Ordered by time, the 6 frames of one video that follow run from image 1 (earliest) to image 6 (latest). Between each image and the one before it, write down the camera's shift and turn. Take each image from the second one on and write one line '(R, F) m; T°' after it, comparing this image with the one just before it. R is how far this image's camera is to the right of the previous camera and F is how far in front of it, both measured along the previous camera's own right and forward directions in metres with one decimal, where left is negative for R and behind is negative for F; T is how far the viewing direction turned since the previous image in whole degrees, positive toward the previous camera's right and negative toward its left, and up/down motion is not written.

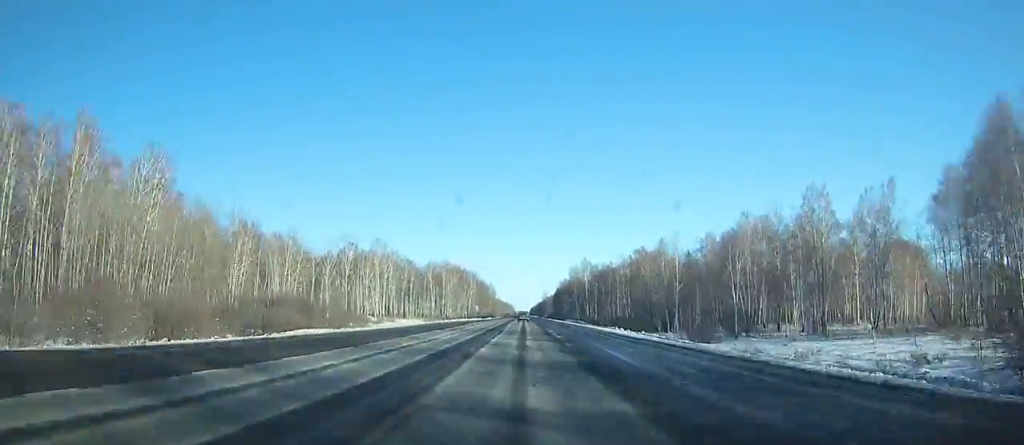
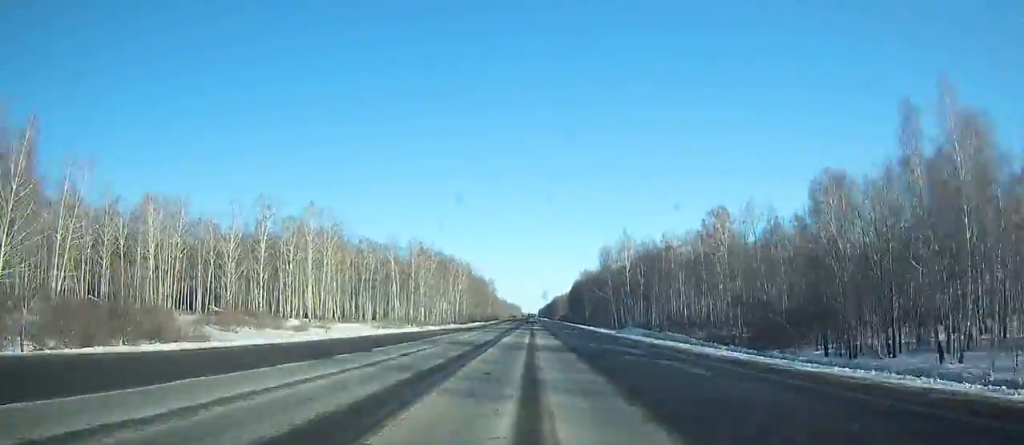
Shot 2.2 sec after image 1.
(-0.1, +63.2) m; 0°
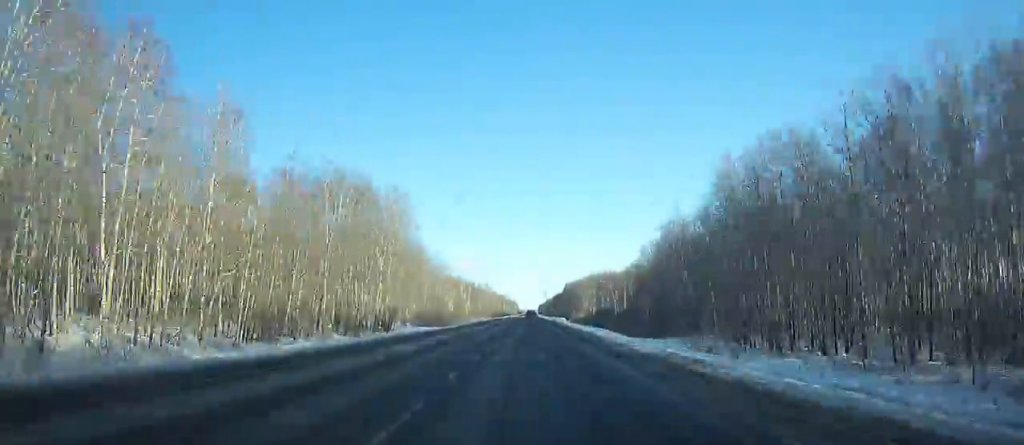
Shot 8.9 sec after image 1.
(+0.7, +203.1) m; 0°
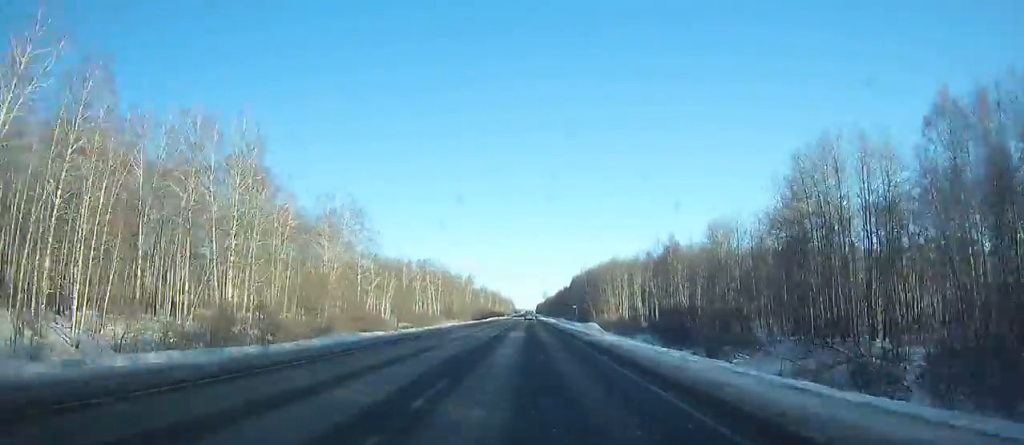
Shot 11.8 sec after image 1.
(-0.3, +89.7) m; 0°
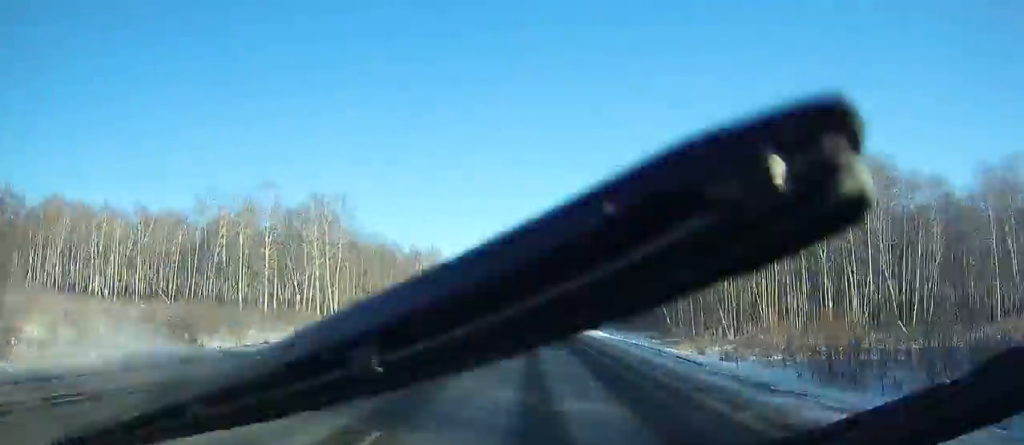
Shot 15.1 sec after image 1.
(+0.1, +104.7) m; 0°
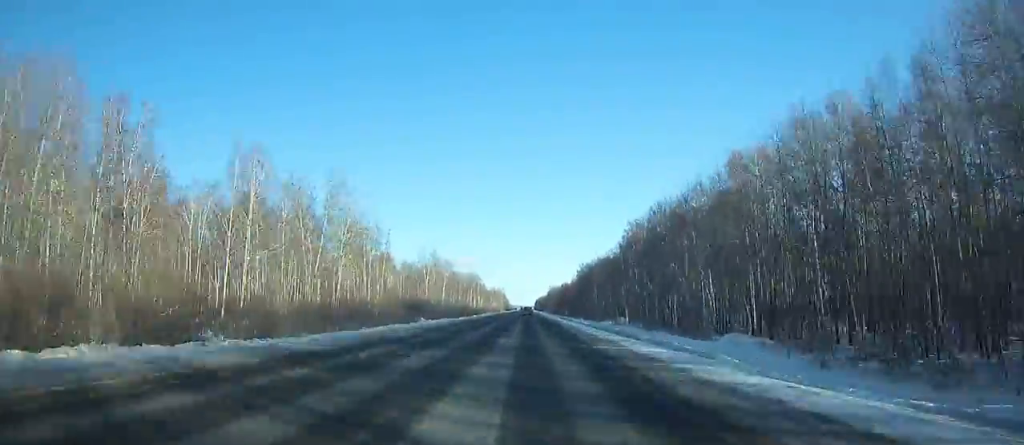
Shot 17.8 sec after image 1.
(+0.3, +83.9) m; 0°
